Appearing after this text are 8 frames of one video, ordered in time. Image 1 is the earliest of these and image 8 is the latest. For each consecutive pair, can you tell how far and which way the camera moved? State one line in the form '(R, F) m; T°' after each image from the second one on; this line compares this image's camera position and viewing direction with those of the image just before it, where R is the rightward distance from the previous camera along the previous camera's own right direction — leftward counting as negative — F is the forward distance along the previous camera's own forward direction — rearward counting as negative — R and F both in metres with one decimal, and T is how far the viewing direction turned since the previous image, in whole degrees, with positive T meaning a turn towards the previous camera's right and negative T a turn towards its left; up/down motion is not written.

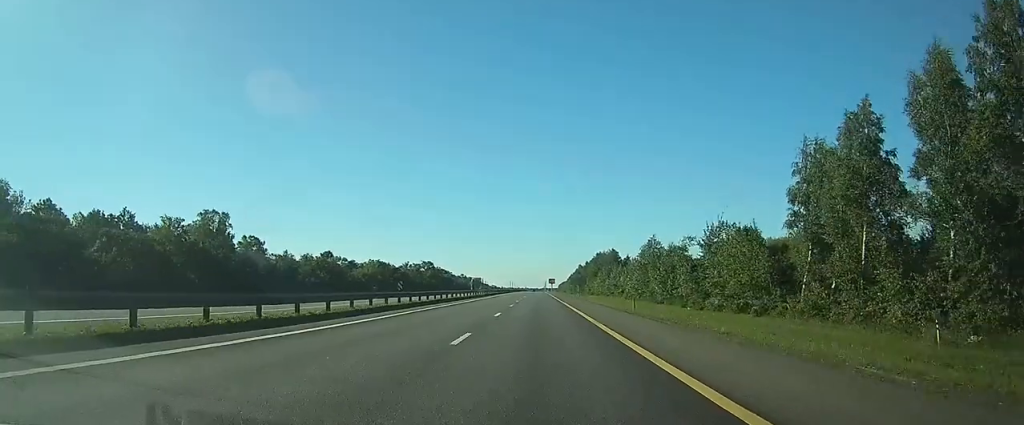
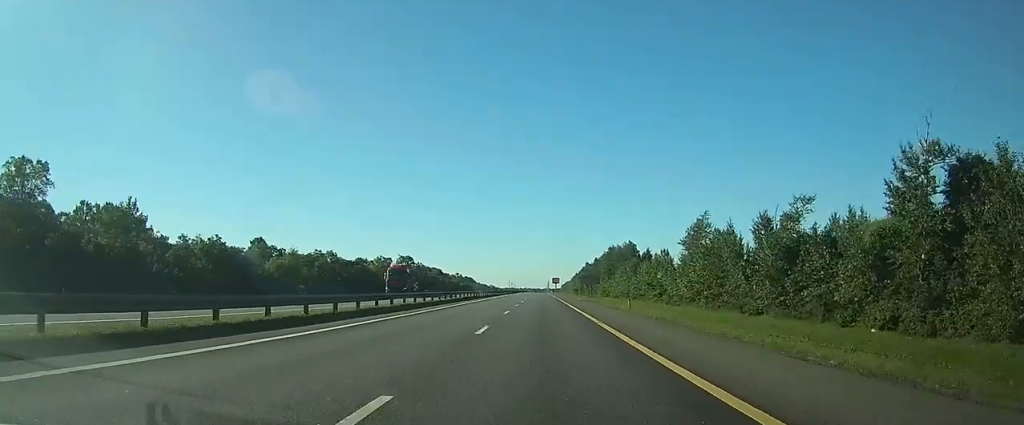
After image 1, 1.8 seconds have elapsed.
(0.0, +45.4) m; 0°
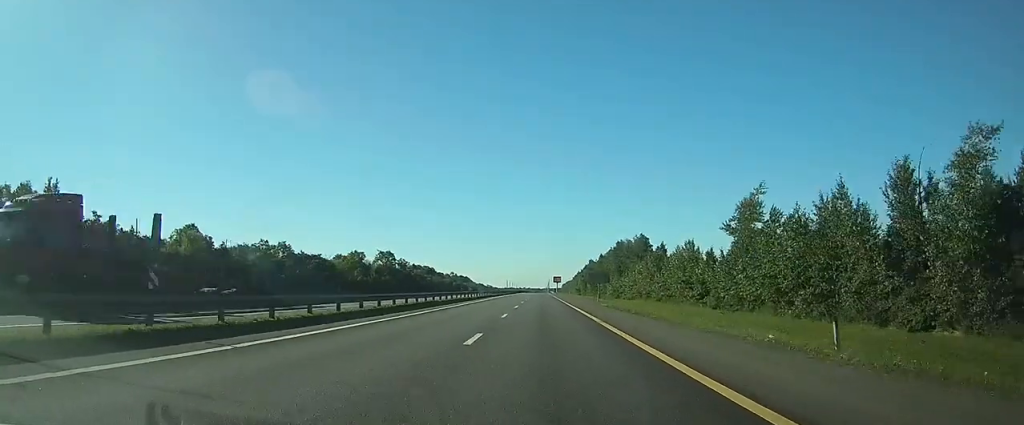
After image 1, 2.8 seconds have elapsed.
(0.0, +27.0) m; 0°
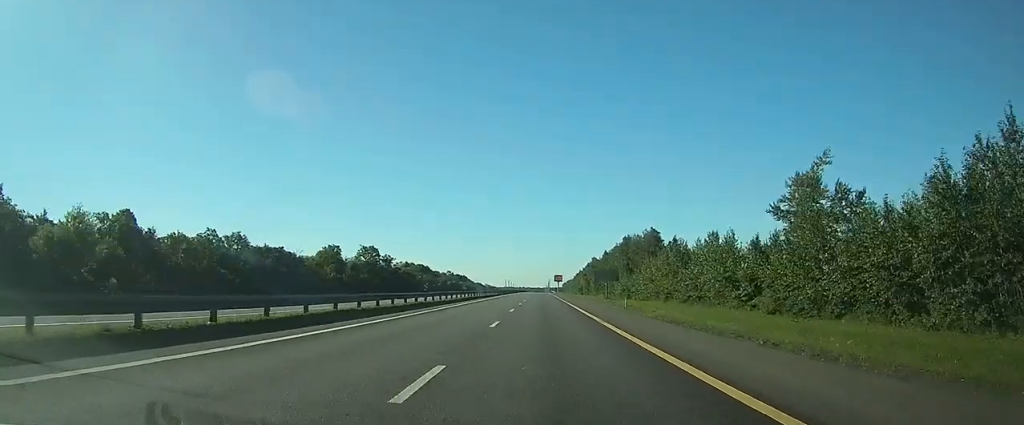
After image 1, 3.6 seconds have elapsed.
(0.0, +18.5) m; 0°
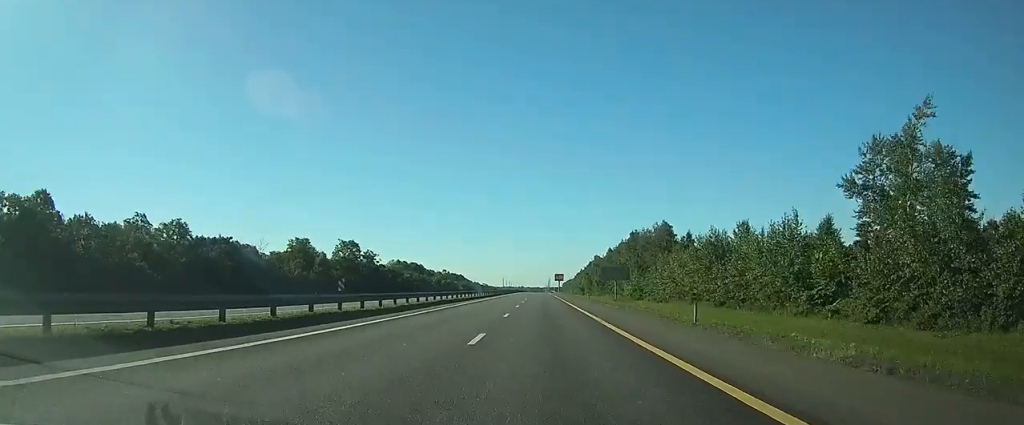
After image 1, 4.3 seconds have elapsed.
(0.0, +17.7) m; 0°
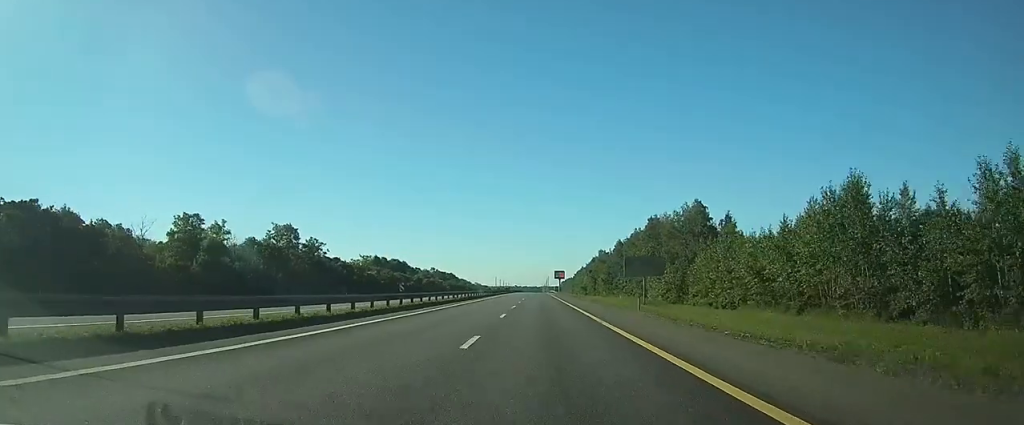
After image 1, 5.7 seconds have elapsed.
(+0.1, +37.1) m; 0°
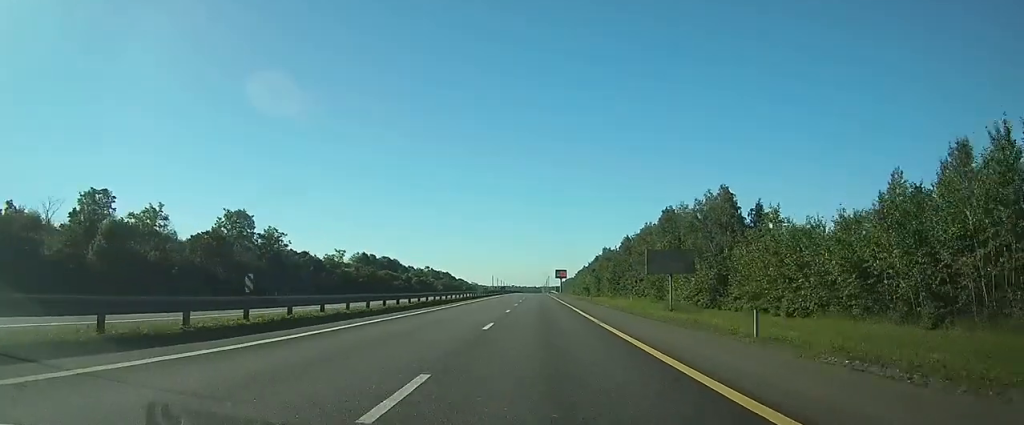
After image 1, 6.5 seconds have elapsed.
(0.0, +18.6) m; 0°
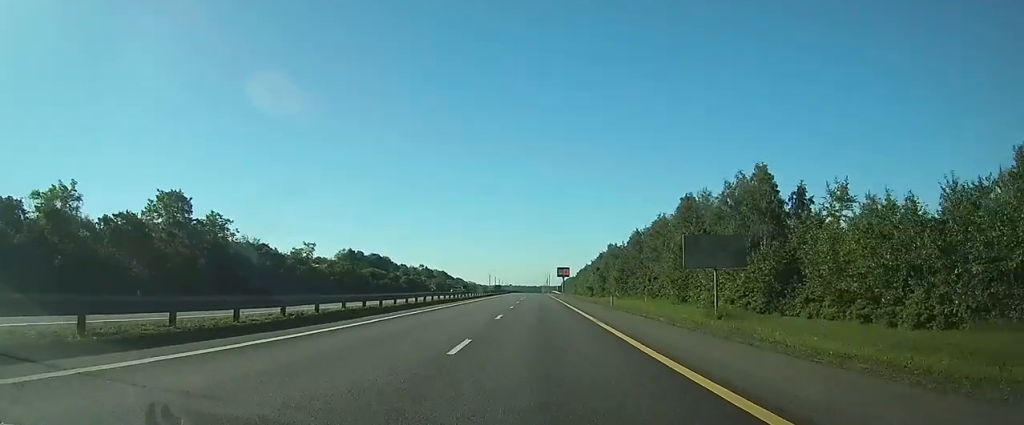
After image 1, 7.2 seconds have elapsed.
(0.0, +18.6) m; 0°
